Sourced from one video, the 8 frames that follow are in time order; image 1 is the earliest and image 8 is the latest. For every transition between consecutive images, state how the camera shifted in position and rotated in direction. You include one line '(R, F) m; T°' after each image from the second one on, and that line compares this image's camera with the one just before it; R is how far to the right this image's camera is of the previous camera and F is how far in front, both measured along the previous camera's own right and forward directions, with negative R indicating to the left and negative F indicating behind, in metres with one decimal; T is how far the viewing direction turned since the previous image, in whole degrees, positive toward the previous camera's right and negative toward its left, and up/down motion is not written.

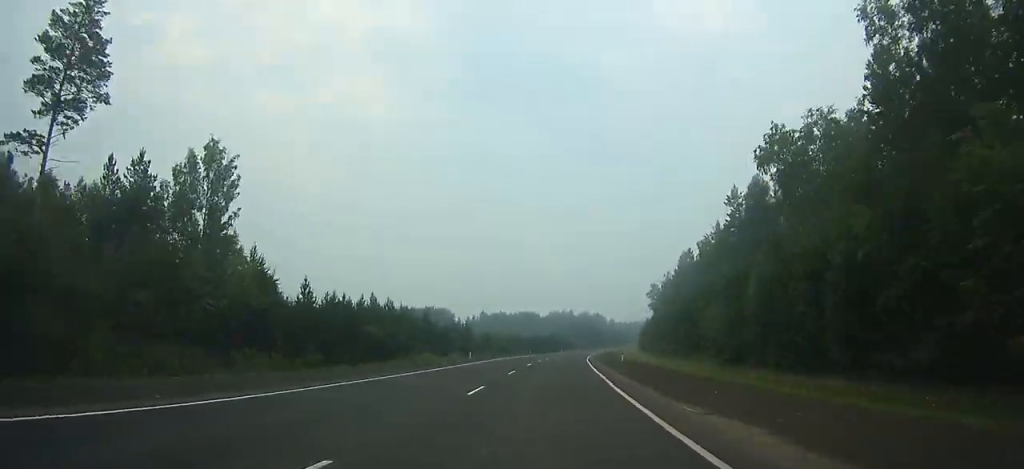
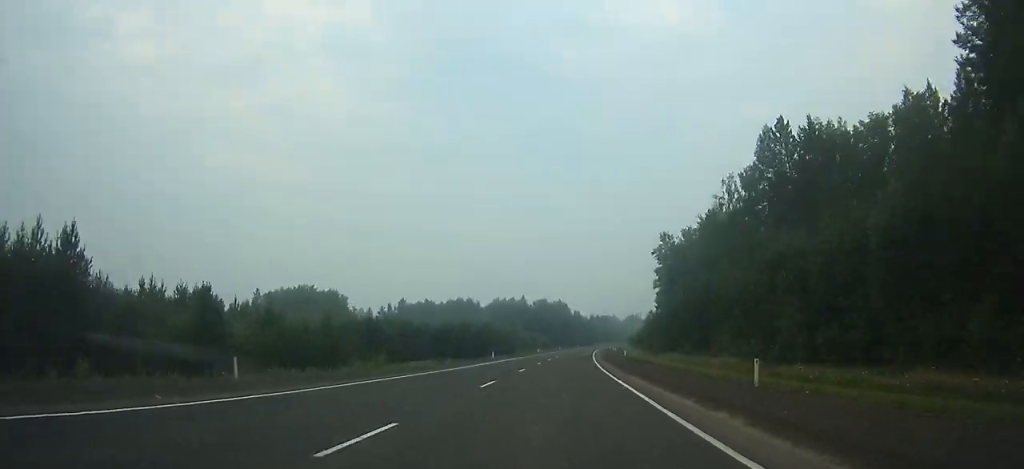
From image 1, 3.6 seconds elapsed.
(+3.1, +92.8) m; +4°
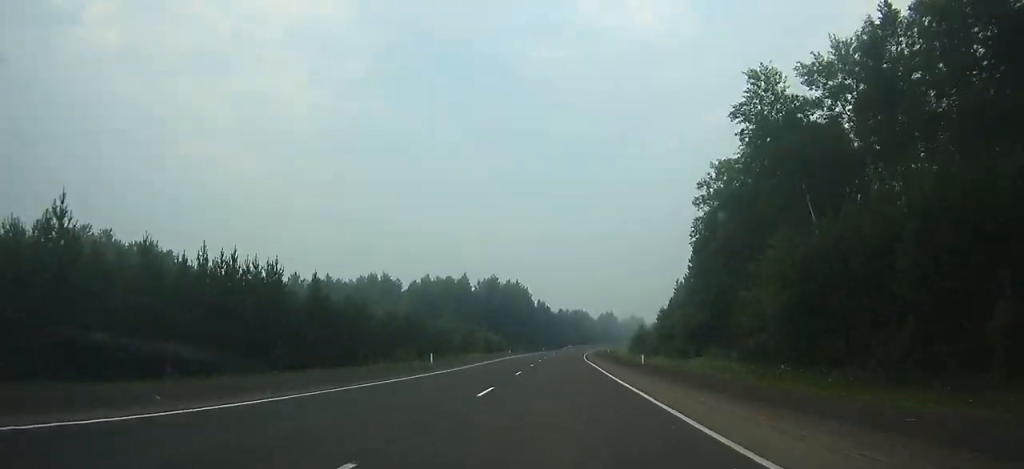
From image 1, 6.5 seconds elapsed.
(+2.4, +76.0) m; +3°
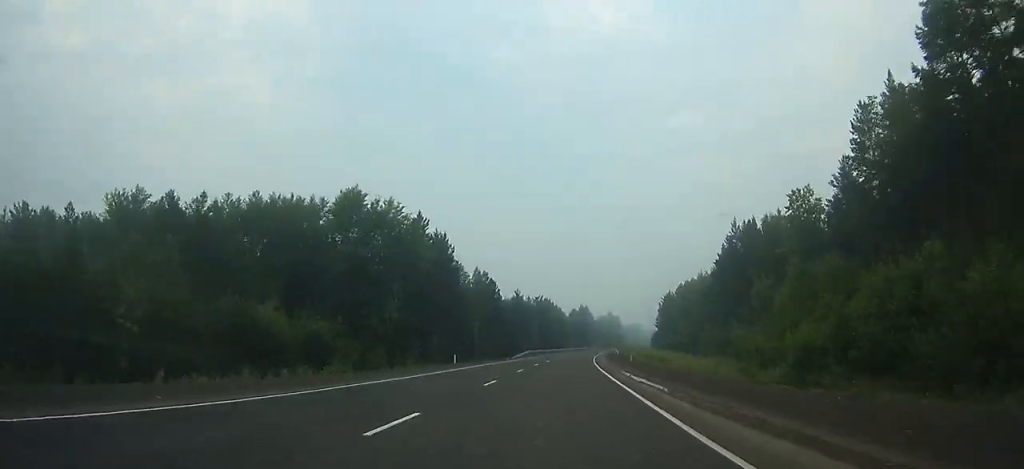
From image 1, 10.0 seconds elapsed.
(+2.8, +90.2) m; +4°
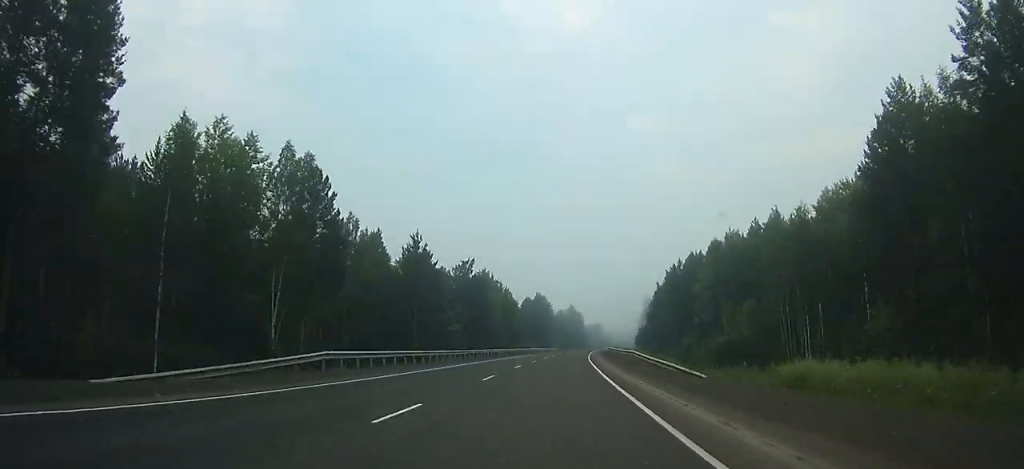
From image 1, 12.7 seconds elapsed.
(+2.3, +68.1) m; +3°
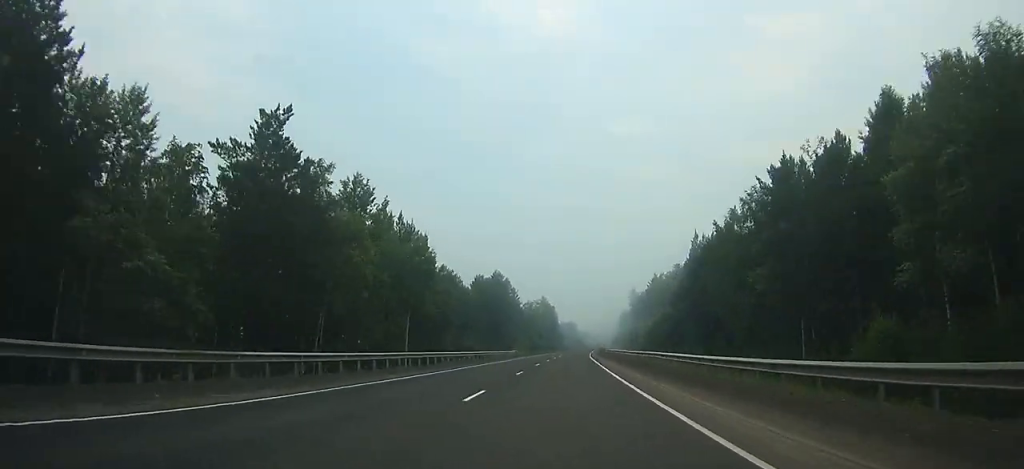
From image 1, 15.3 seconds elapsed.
(+2.1, +66.1) m; +3°
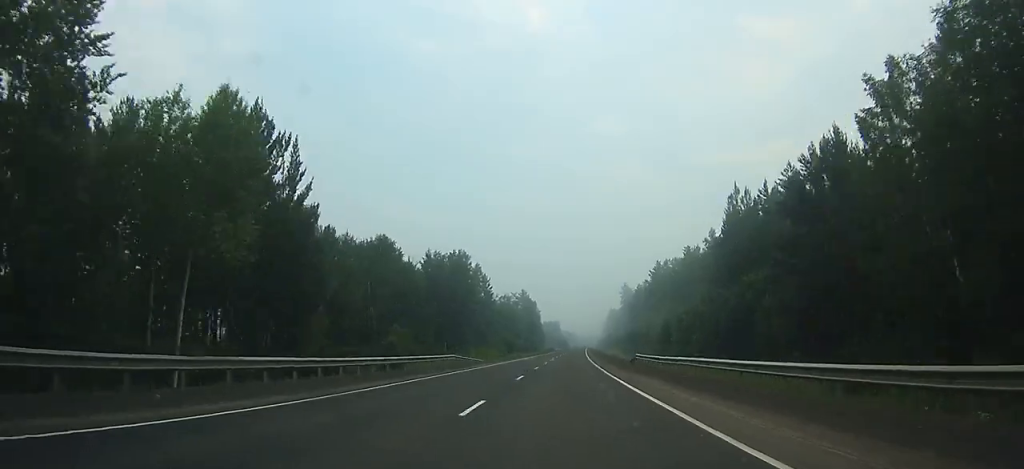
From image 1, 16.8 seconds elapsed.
(+0.5, +39.5) m; +1°
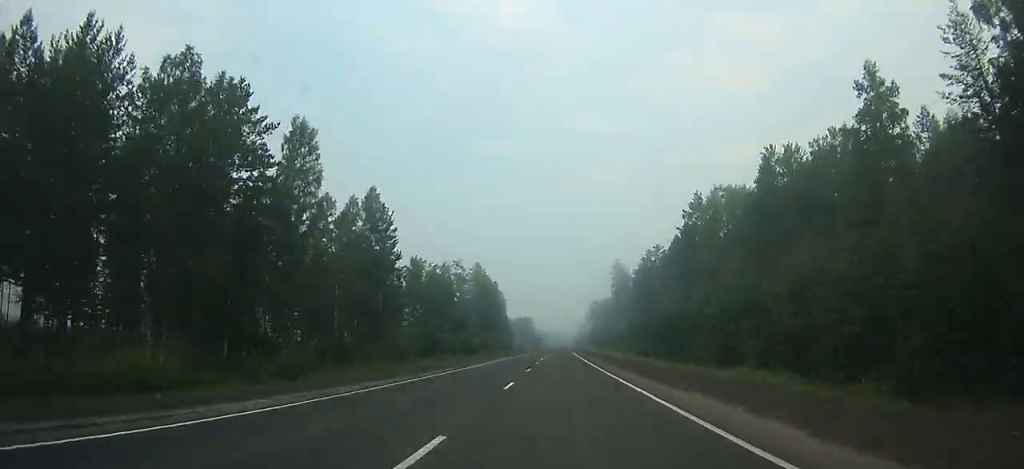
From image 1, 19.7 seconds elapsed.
(+1.4, +79.8) m; +2°
